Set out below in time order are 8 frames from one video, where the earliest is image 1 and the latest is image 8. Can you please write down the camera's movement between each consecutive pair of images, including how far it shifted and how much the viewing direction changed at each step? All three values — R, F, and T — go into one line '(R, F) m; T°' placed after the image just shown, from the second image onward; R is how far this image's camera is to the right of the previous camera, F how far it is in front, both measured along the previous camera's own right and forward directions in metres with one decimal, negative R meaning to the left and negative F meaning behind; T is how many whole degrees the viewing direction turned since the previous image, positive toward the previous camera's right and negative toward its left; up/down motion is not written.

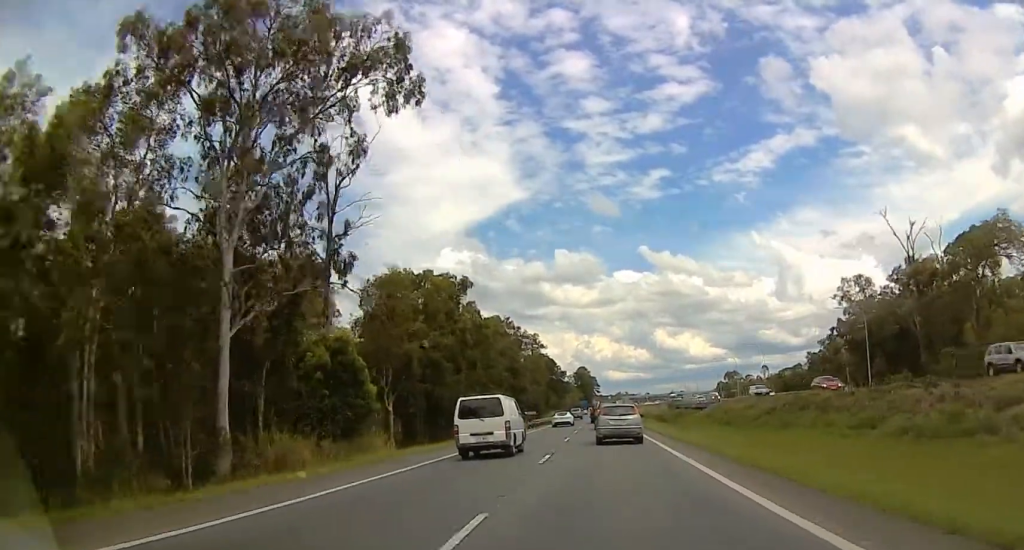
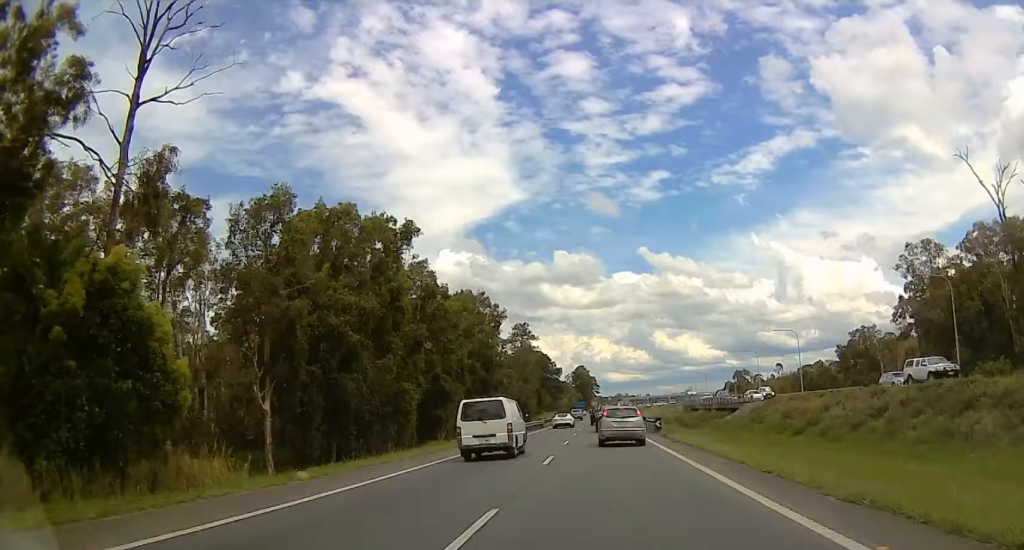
(0.0, +23.3) m; 0°
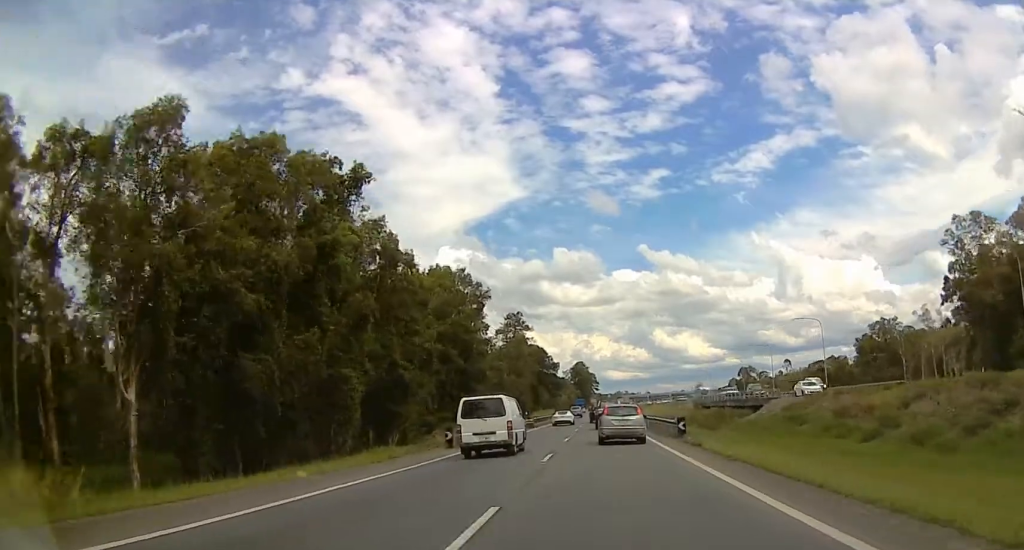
(+0.6, +12.1) m; 0°
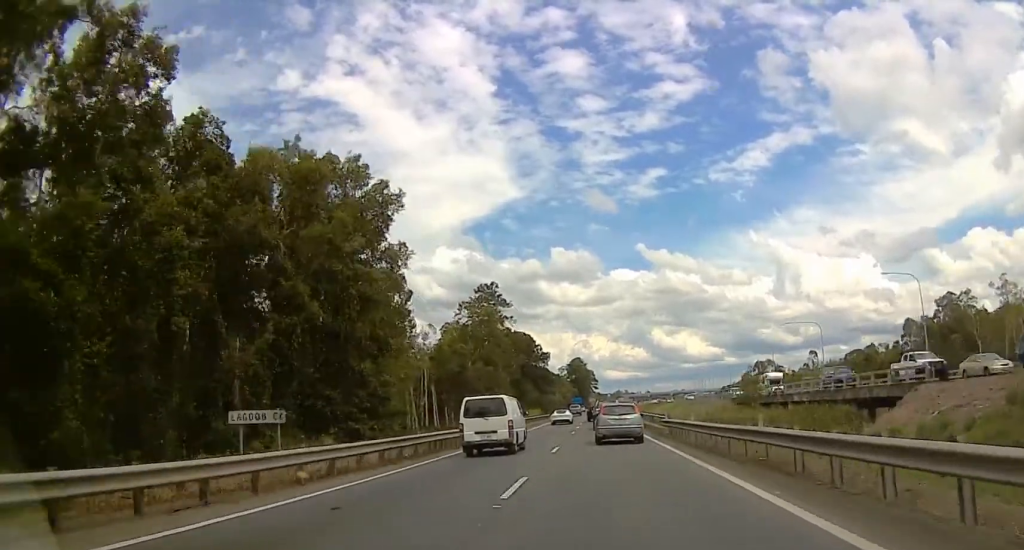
(-1.1, +31.9) m; 0°
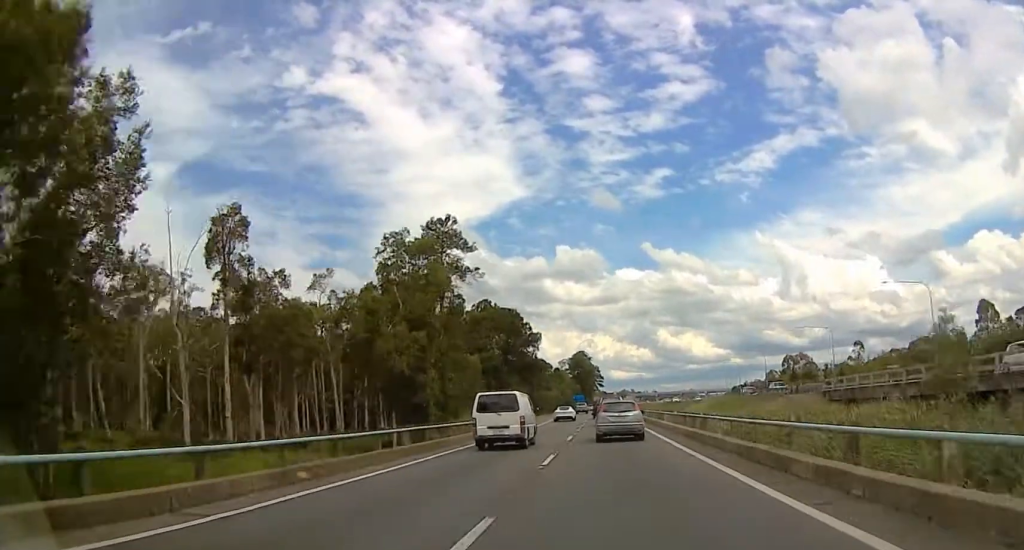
(+0.5, +35.5) m; 0°
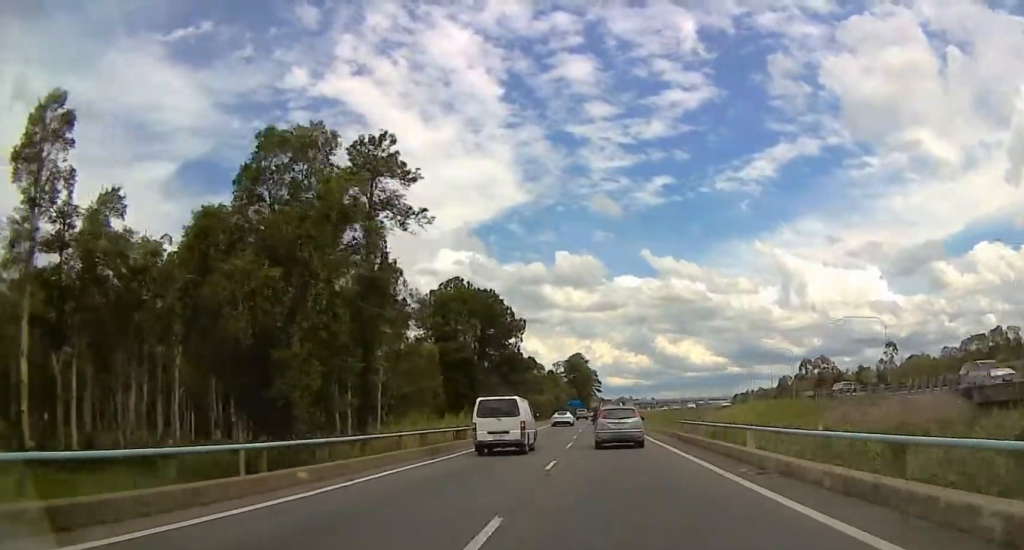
(-0.1, +22.7) m; 0°
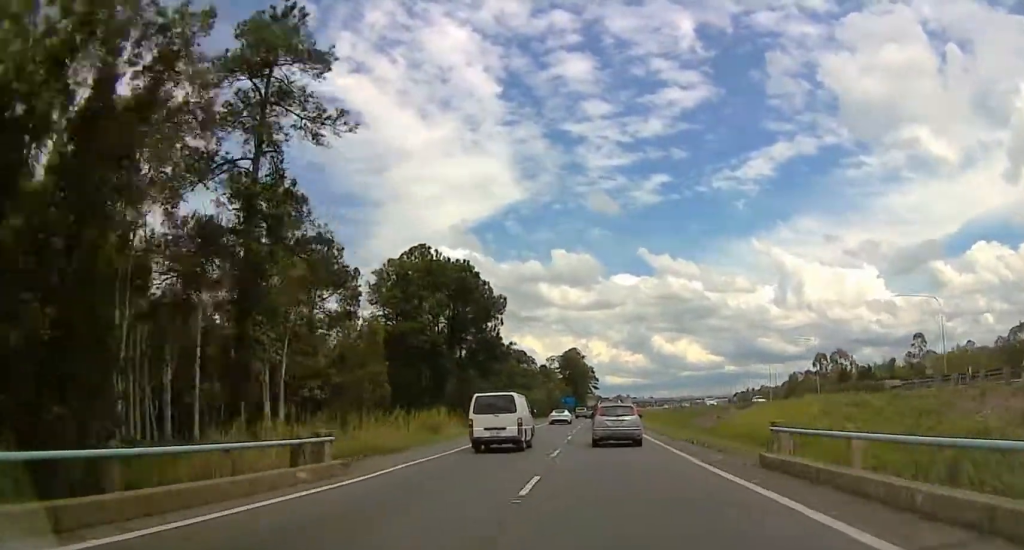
(+0.7, +16.6) m; 0°
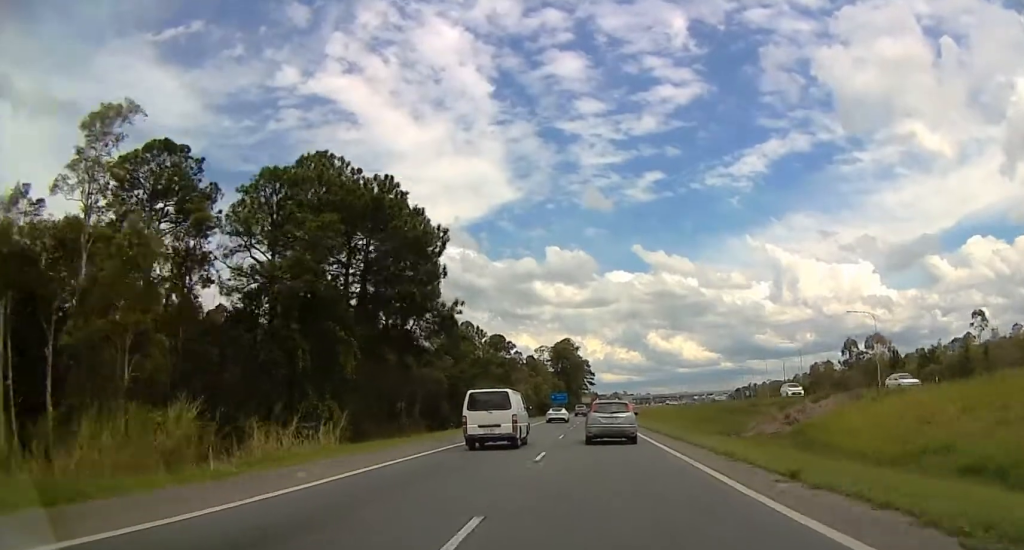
(-1.1, +27.1) m; 0°
